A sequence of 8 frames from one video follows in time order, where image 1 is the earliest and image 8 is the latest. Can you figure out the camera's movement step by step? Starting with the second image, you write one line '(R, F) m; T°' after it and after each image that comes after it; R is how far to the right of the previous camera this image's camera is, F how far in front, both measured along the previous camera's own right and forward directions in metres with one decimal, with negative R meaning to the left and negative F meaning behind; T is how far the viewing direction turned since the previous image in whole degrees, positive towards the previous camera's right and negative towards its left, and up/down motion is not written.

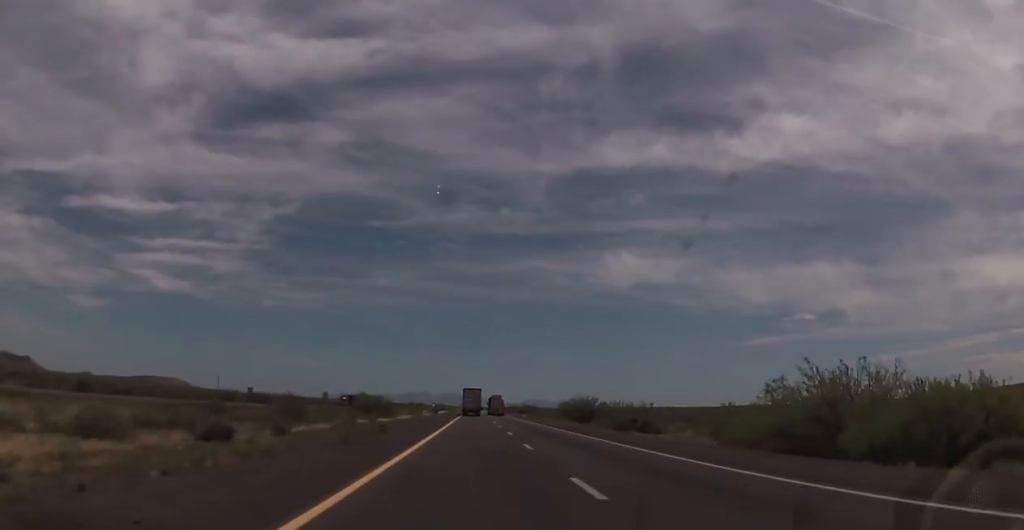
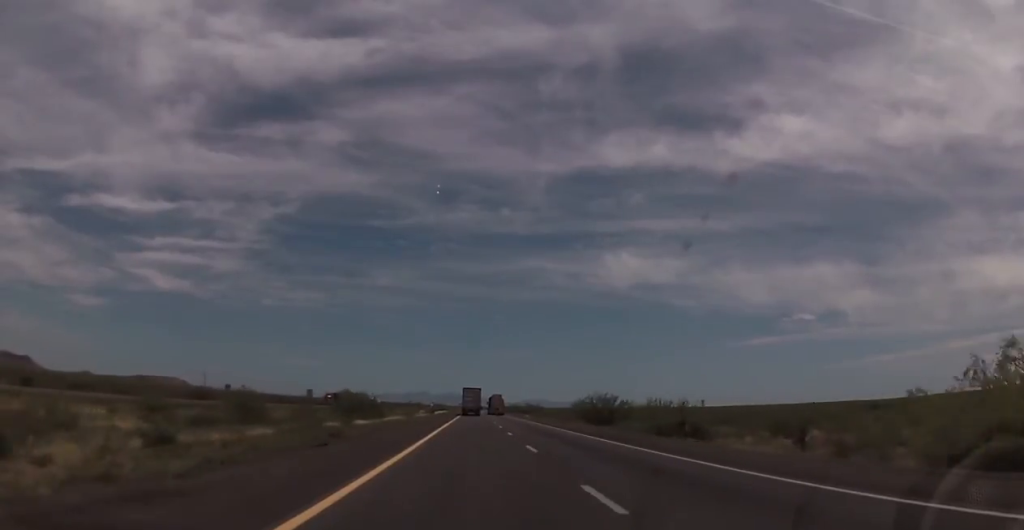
(+0.1, +13.6) m; 0°
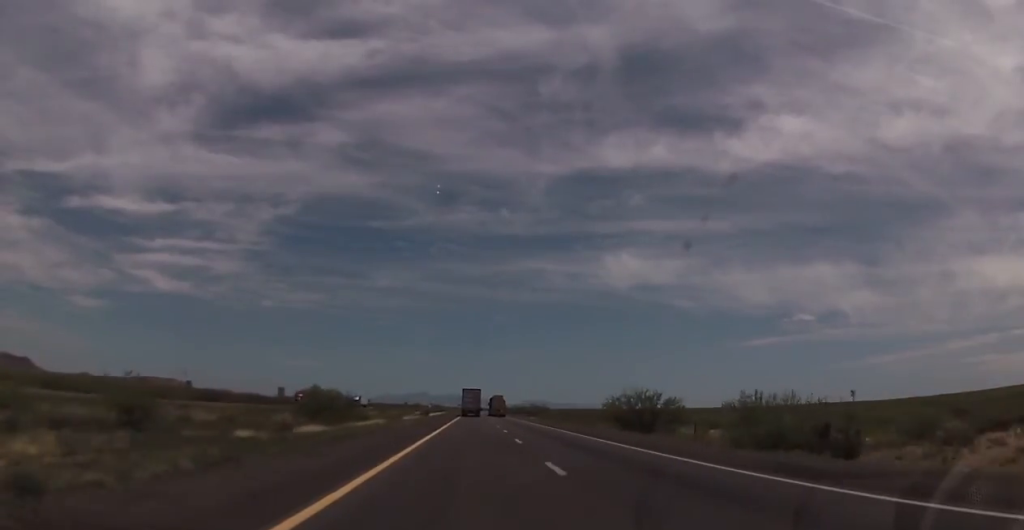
(0.0, +19.2) m; 0°
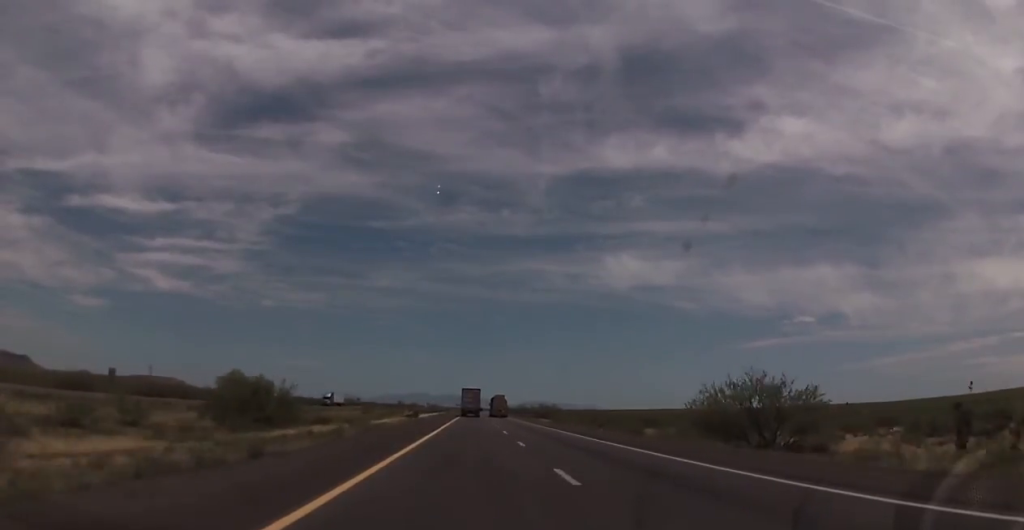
(0.0, +26.0) m; 0°
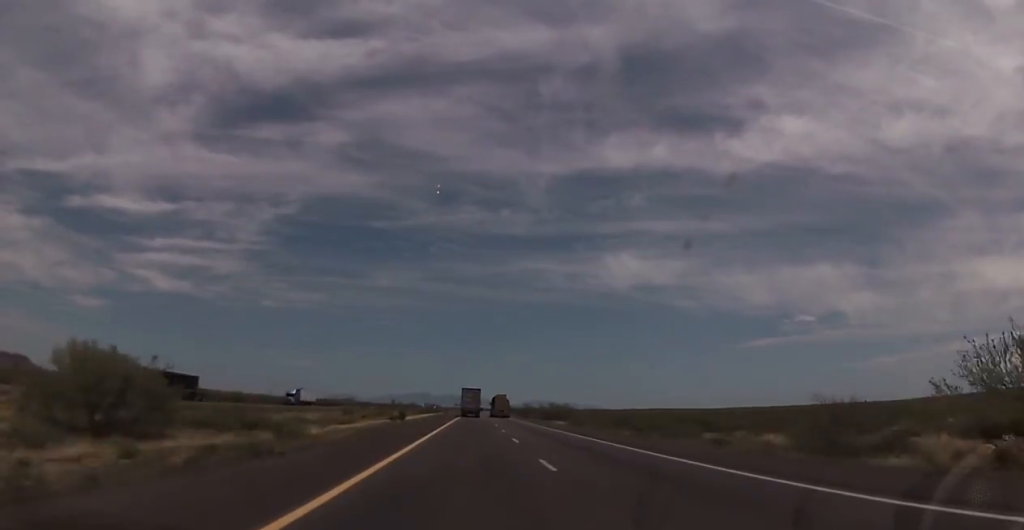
(0.0, +21.5) m; 0°
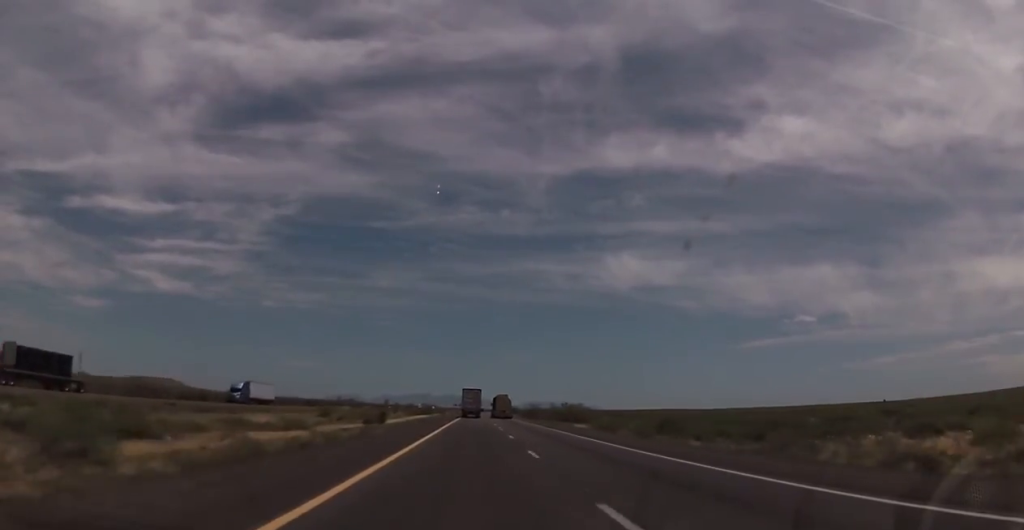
(0.0, +20.5) m; 0°
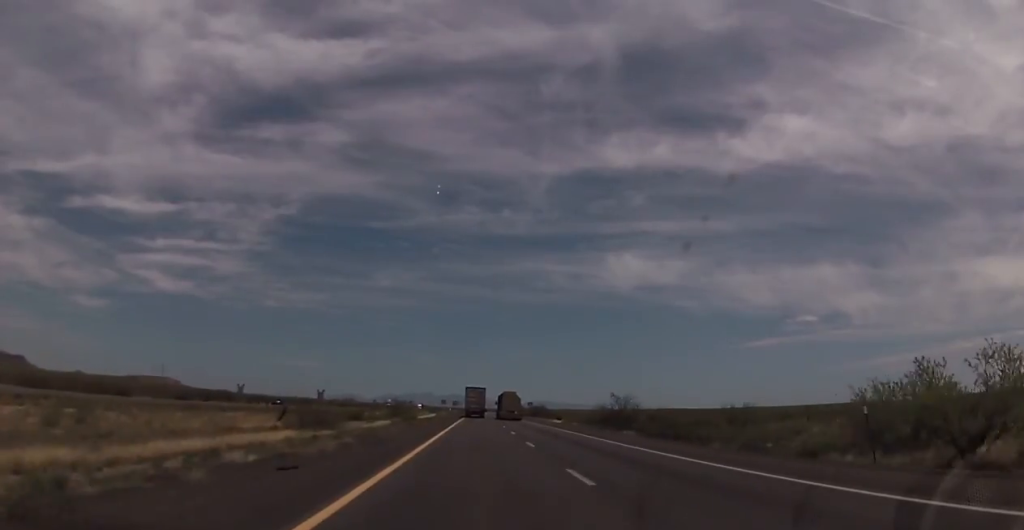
(-0.4, +105.0) m; -1°
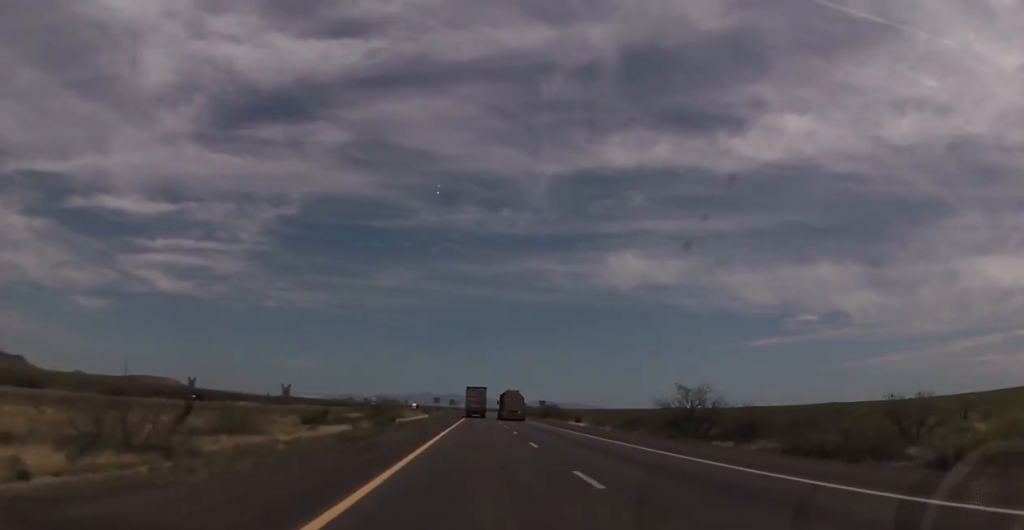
(0.0, +25.0) m; 0°
